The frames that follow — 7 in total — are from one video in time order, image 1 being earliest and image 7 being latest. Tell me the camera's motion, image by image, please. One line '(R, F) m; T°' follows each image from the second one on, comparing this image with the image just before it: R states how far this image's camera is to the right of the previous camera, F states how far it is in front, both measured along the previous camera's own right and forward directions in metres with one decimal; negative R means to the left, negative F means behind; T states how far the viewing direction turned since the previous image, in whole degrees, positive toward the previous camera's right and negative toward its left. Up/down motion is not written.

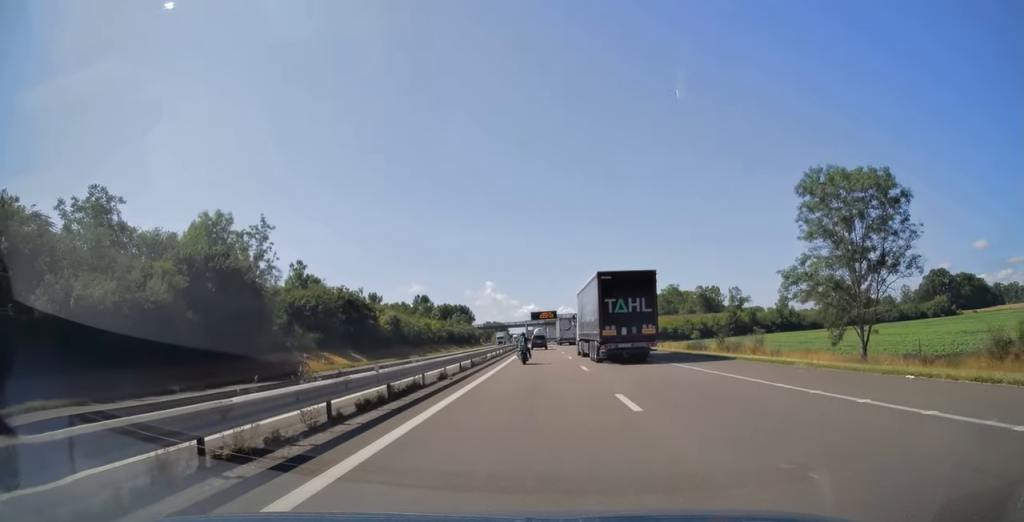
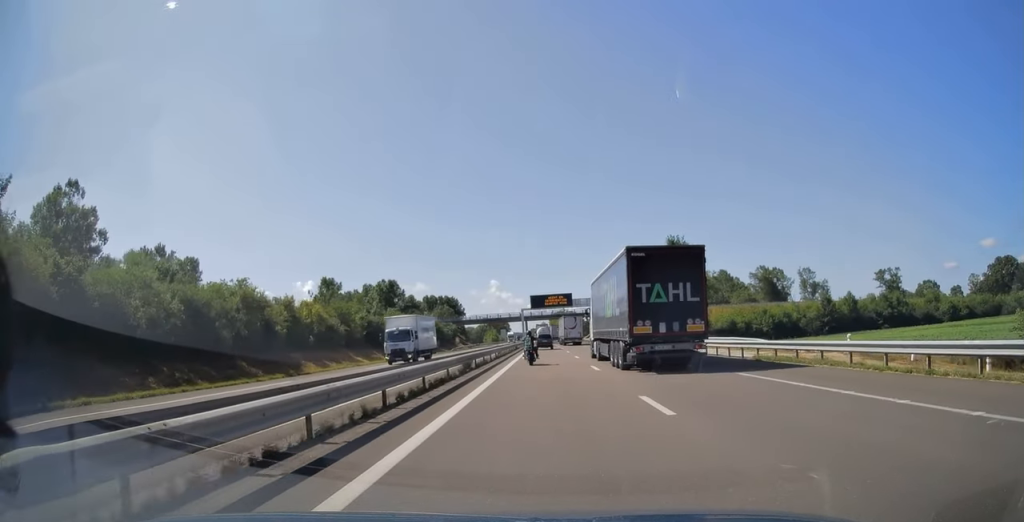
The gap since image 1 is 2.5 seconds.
(-0.4, +66.0) m; -1°
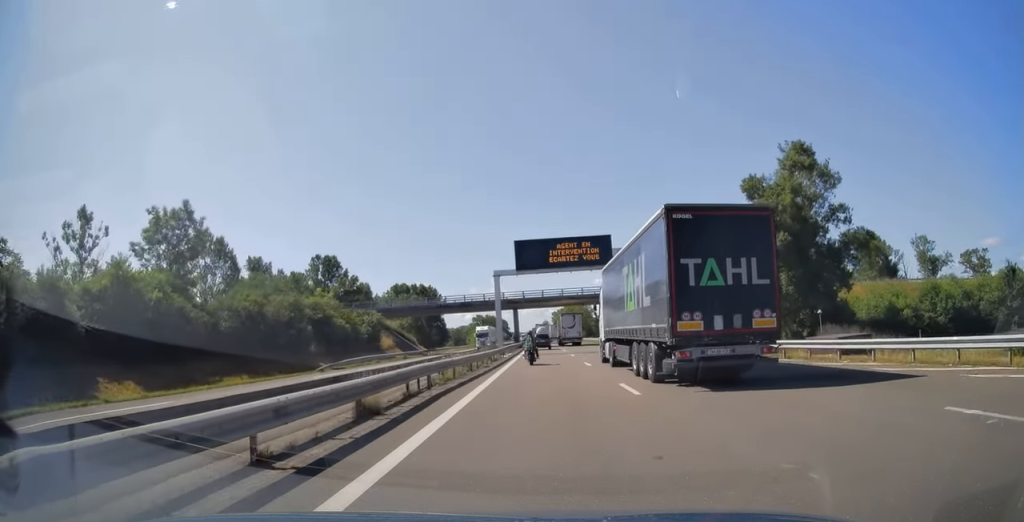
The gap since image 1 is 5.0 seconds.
(0.0, +61.8) m; 0°
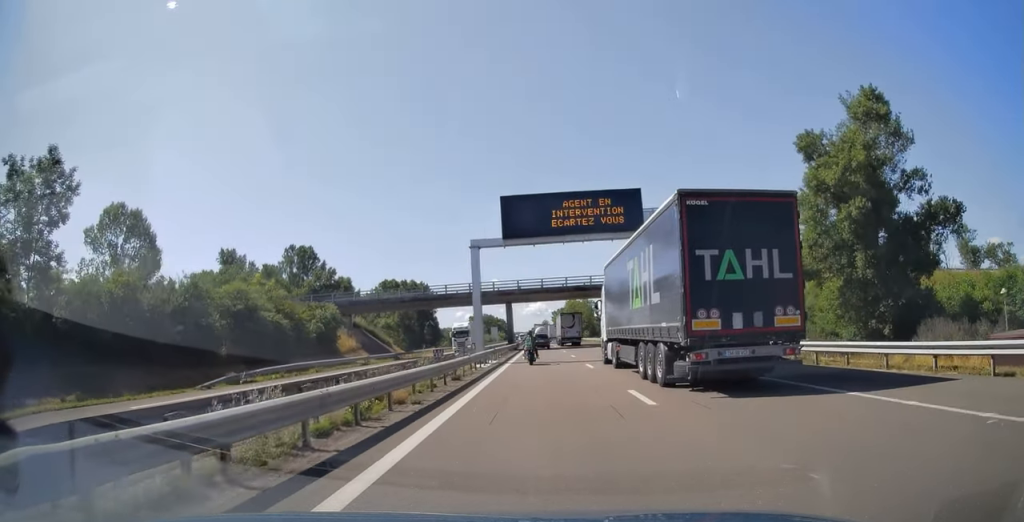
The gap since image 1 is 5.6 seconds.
(0.0, +15.1) m; 0°
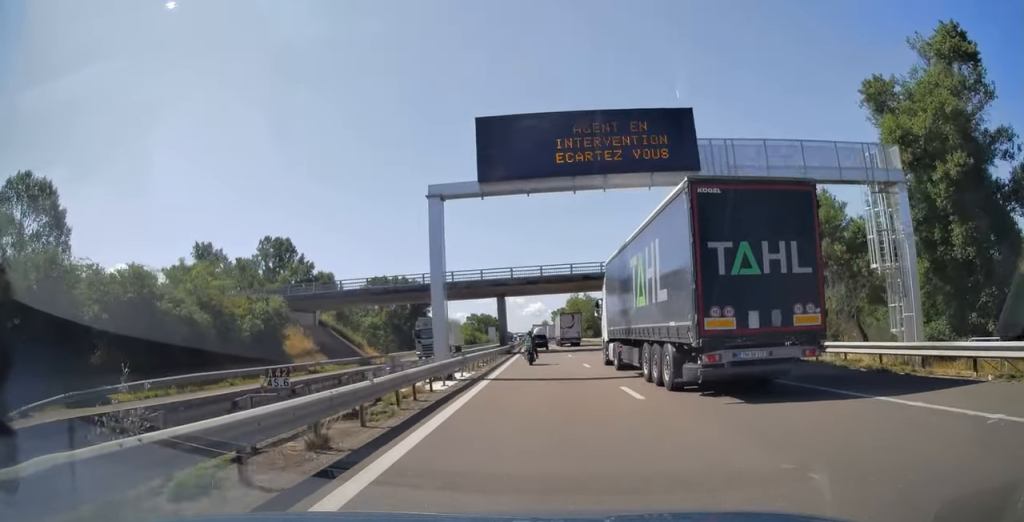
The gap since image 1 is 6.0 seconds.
(0.0, +12.1) m; 0°
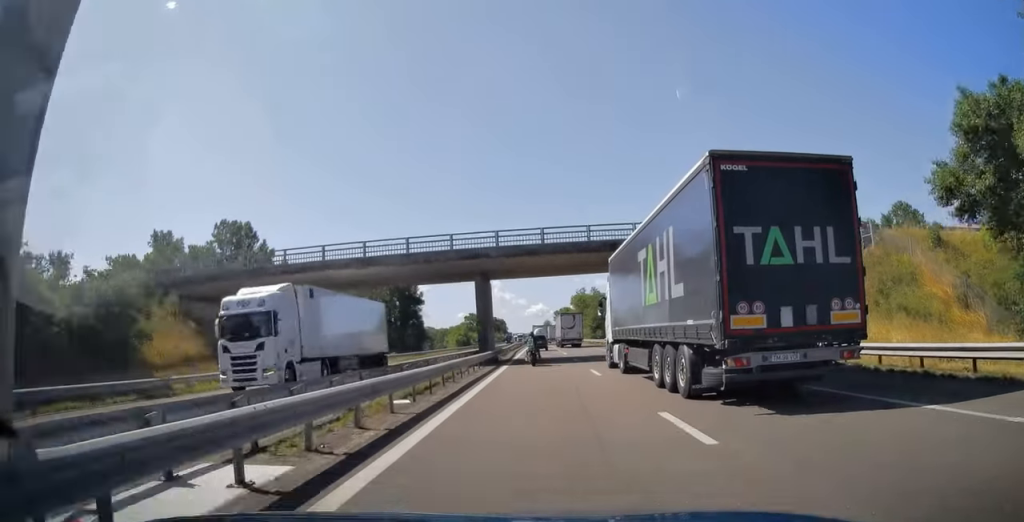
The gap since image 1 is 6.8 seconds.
(0.0, +18.2) m; 0°
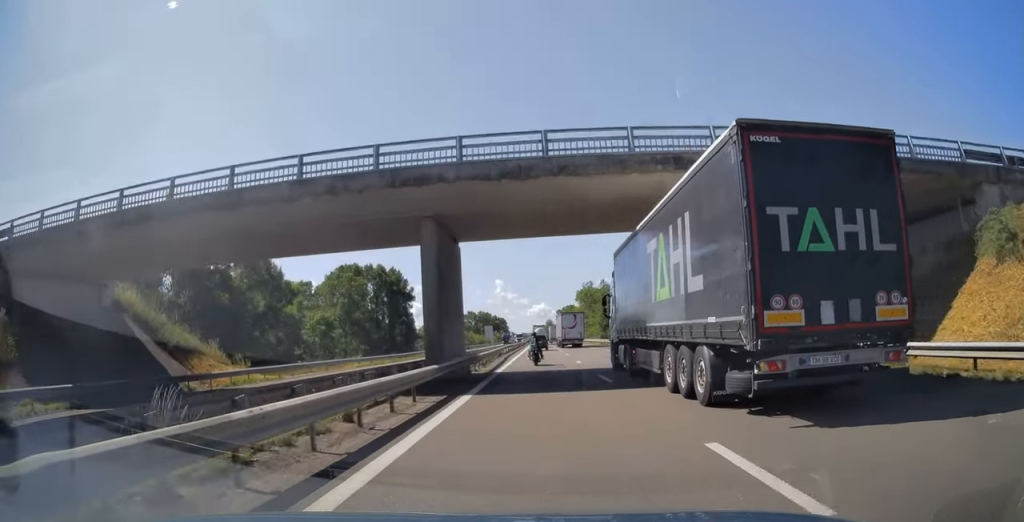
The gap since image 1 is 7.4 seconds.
(0.0, +15.9) m; 0°
